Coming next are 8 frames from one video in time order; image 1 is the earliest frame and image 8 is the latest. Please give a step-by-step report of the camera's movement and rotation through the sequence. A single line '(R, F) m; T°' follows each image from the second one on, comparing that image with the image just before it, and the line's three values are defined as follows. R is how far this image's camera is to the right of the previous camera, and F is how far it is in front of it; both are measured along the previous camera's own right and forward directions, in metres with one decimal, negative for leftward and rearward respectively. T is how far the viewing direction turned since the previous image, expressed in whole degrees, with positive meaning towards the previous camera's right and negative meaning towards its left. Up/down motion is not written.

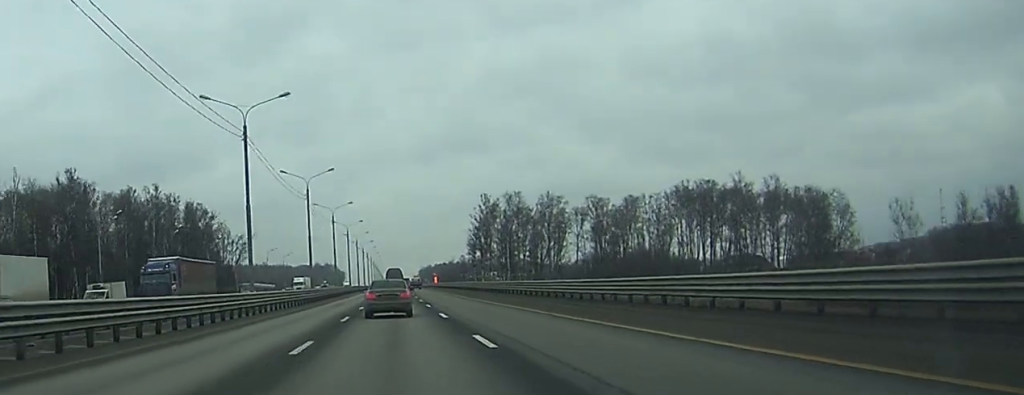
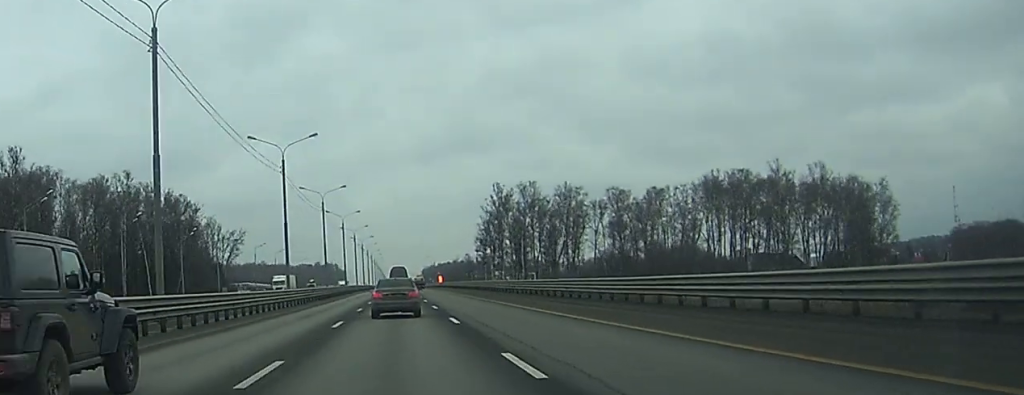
(+0.1, +21.8) m; 0°
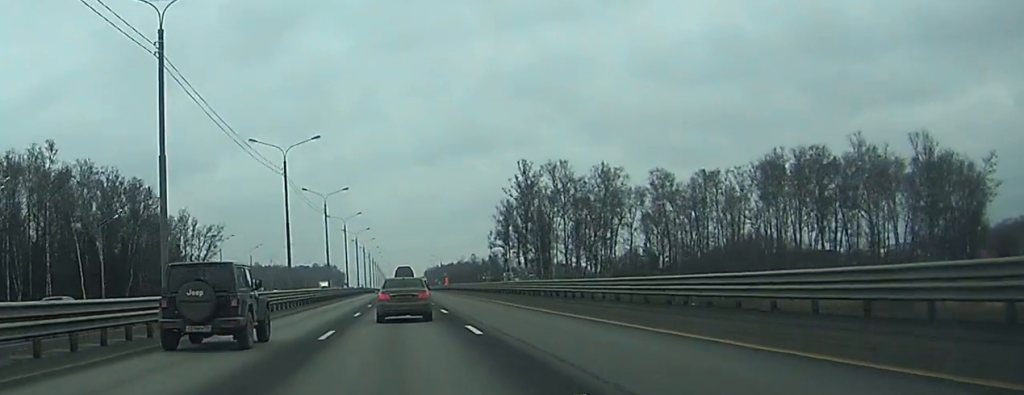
(-0.5, +37.6) m; -2°
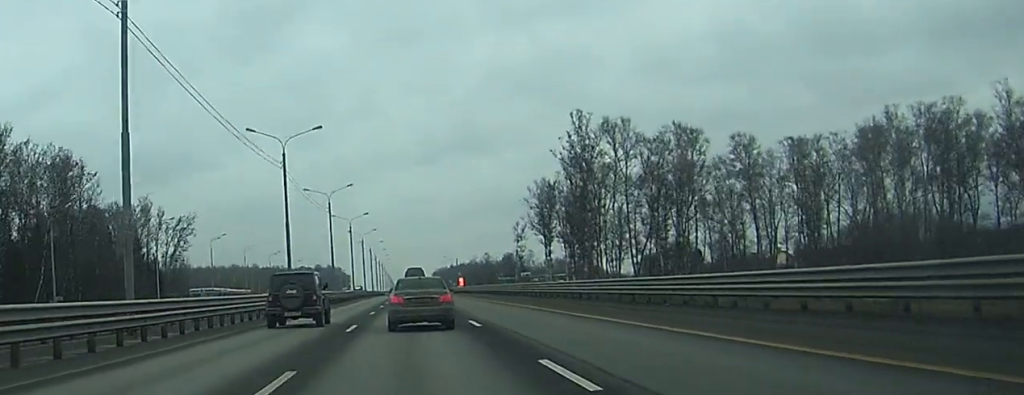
(-0.4, +43.3) m; -1°
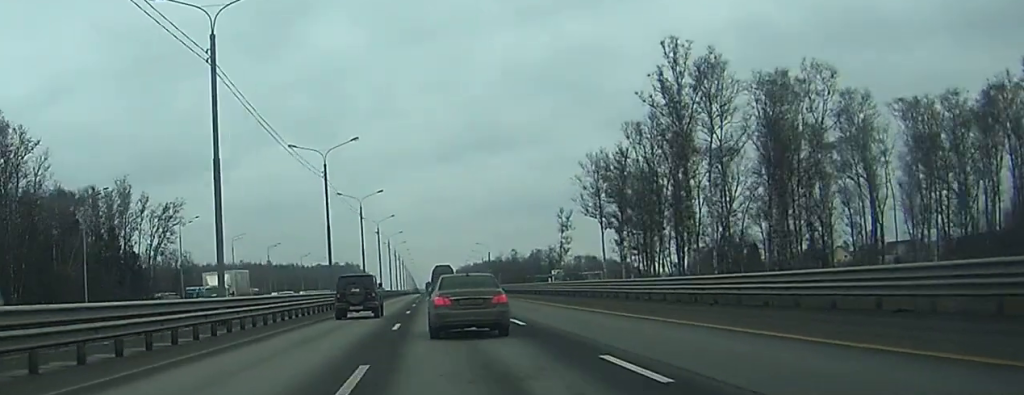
(-0.1, +31.3) m; 0°
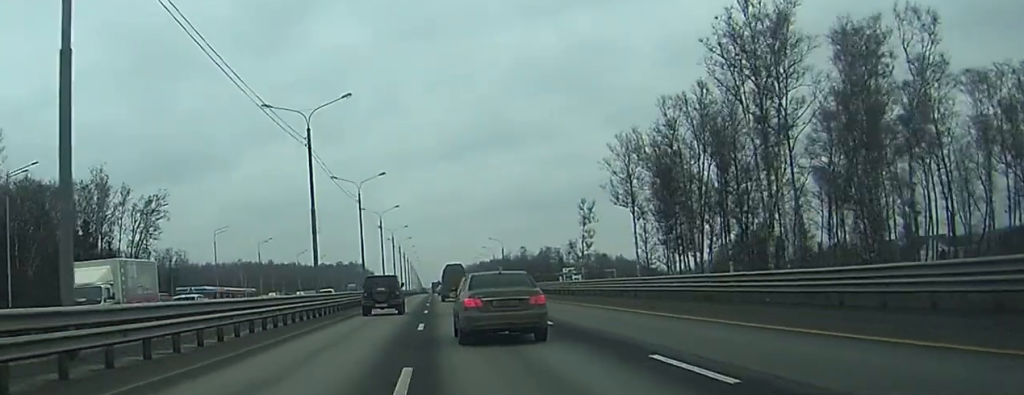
(0.0, +16.2) m; 0°
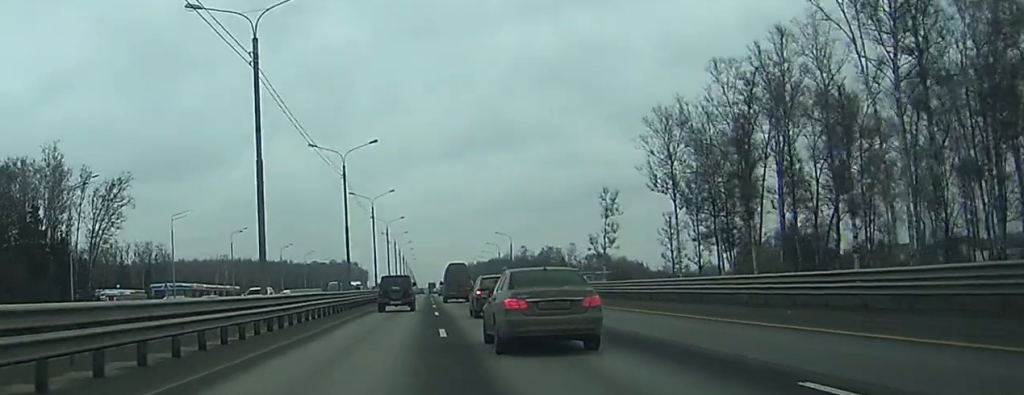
(0.0, +20.0) m; 0°
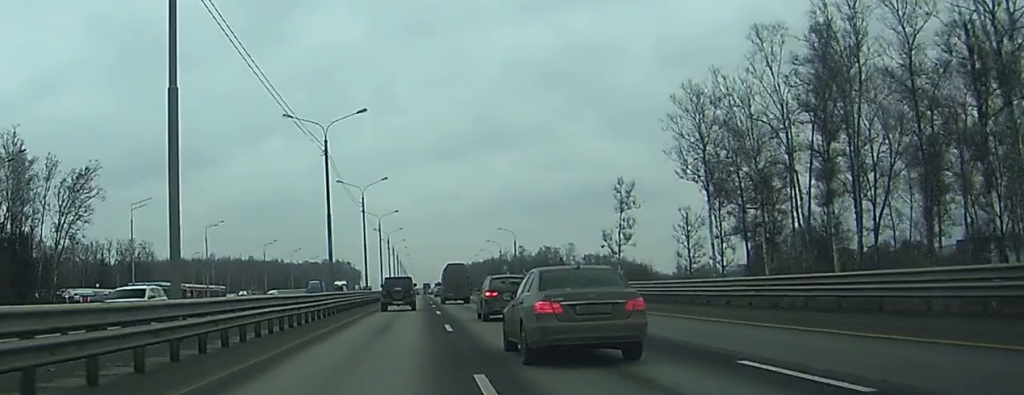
(0.0, +12.8) m; 0°
